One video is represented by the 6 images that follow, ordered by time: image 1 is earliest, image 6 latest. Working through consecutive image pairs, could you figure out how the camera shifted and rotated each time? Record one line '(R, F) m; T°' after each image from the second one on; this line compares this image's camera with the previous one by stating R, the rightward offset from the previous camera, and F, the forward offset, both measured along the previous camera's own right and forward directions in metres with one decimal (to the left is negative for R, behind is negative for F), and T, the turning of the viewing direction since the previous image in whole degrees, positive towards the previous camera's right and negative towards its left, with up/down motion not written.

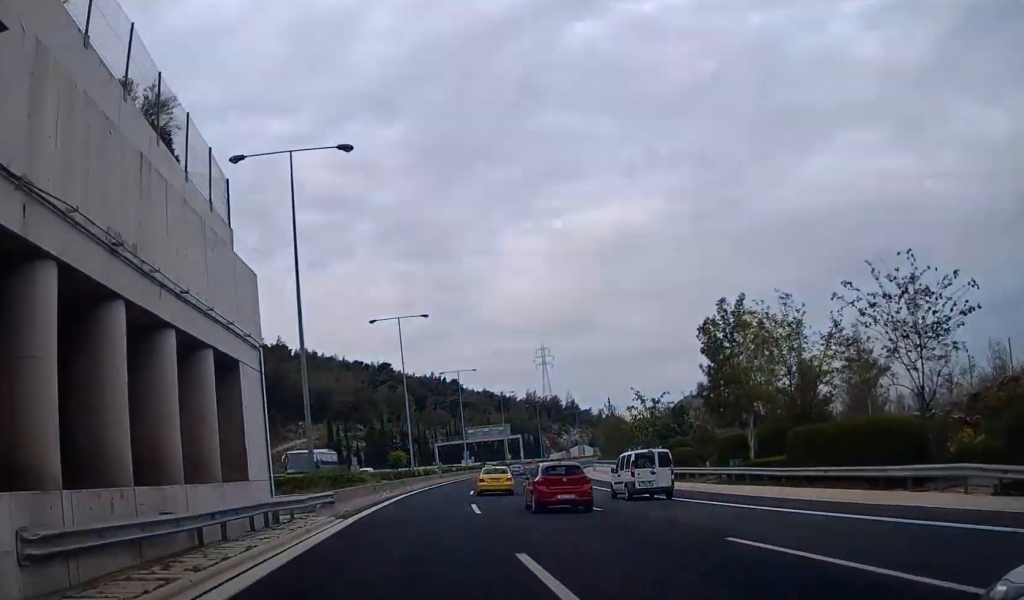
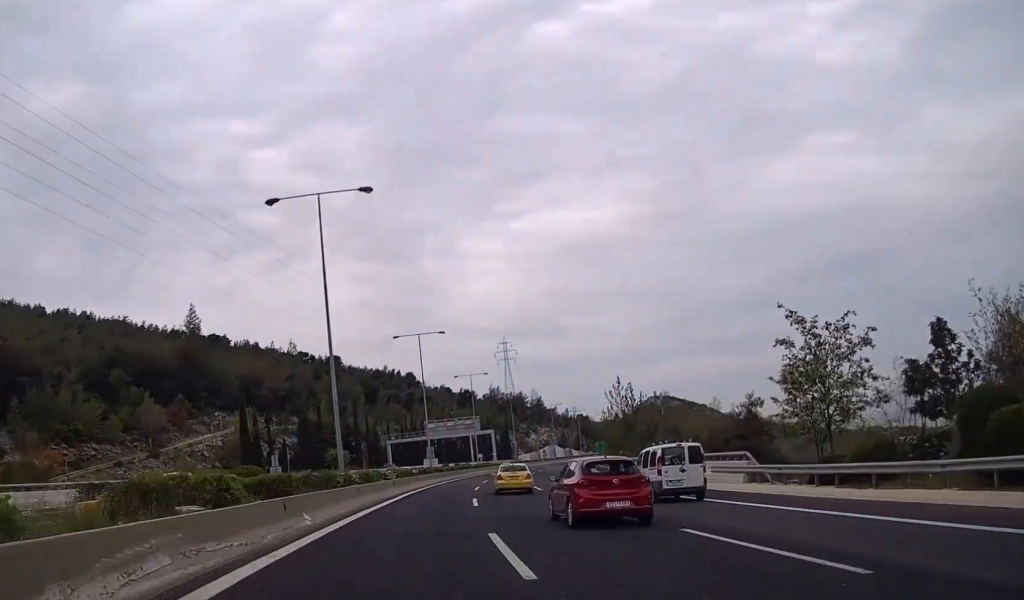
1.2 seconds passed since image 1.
(+1.2, +30.7) m; +5°
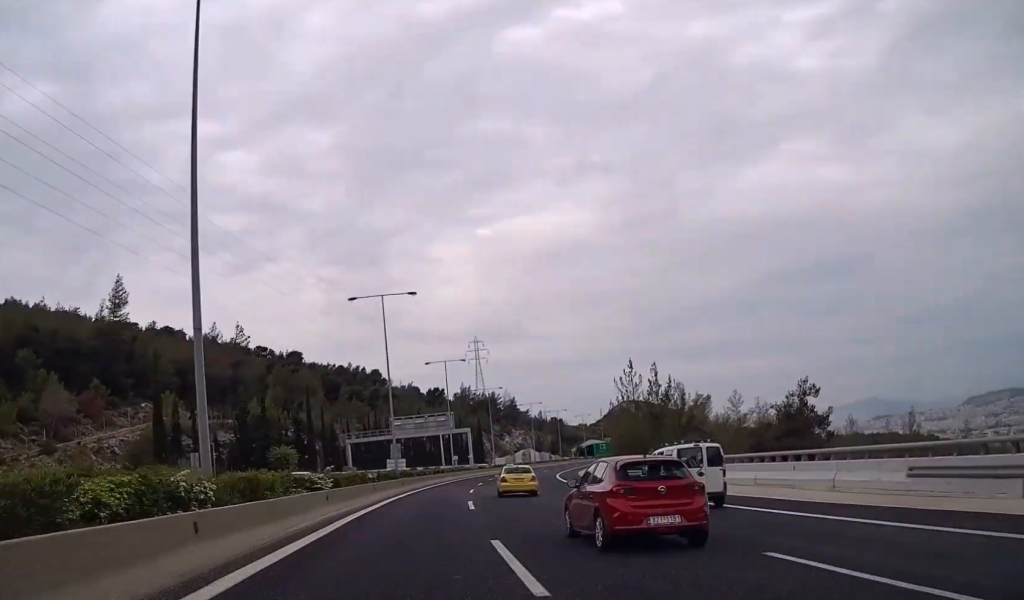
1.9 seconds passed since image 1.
(+0.4, +18.7) m; +3°
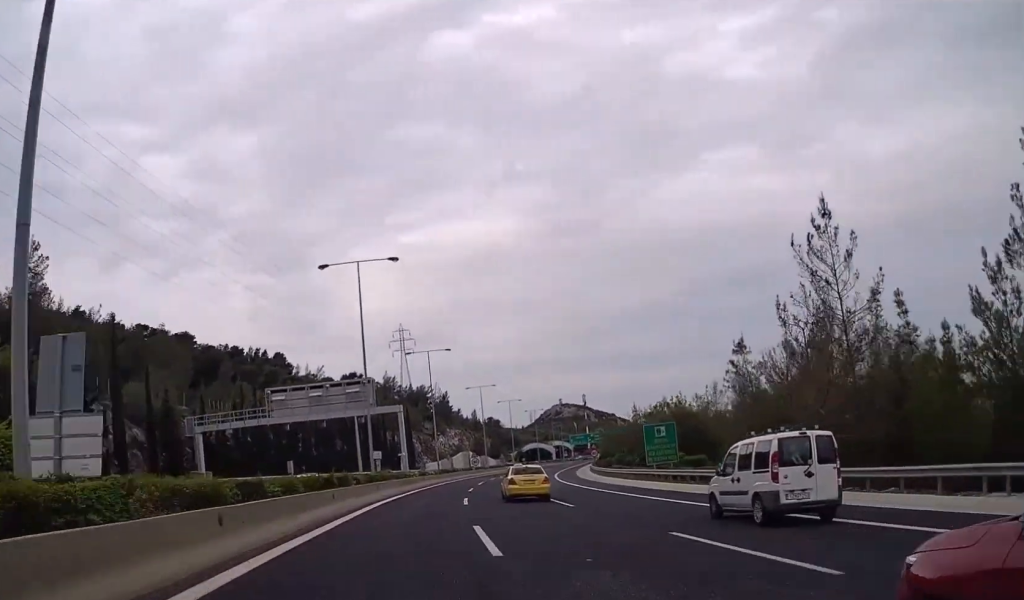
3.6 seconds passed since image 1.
(+2.4, +47.8) m; +6°
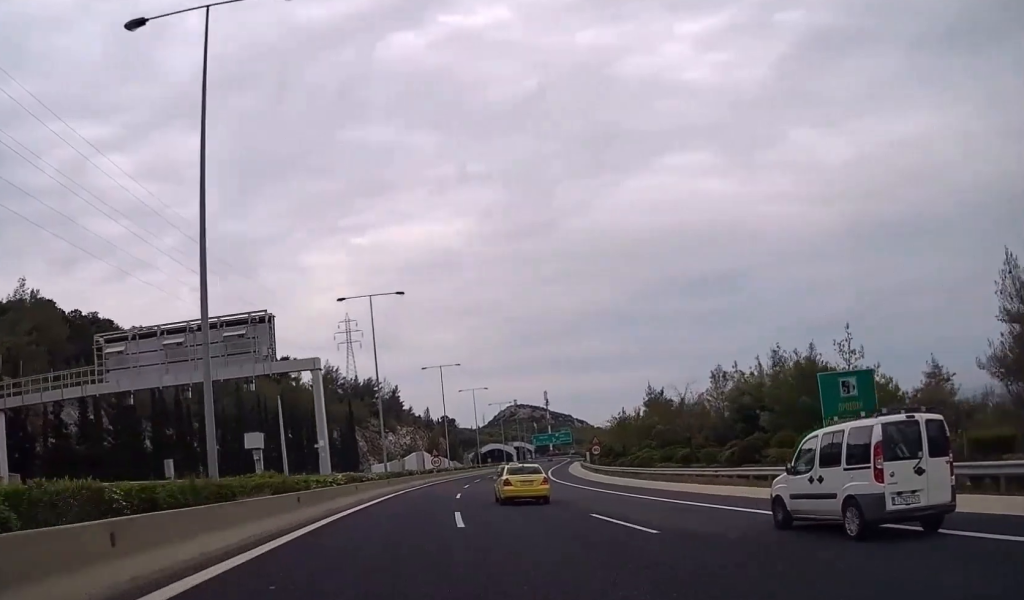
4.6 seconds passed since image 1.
(+0.9, +29.4) m; +3°
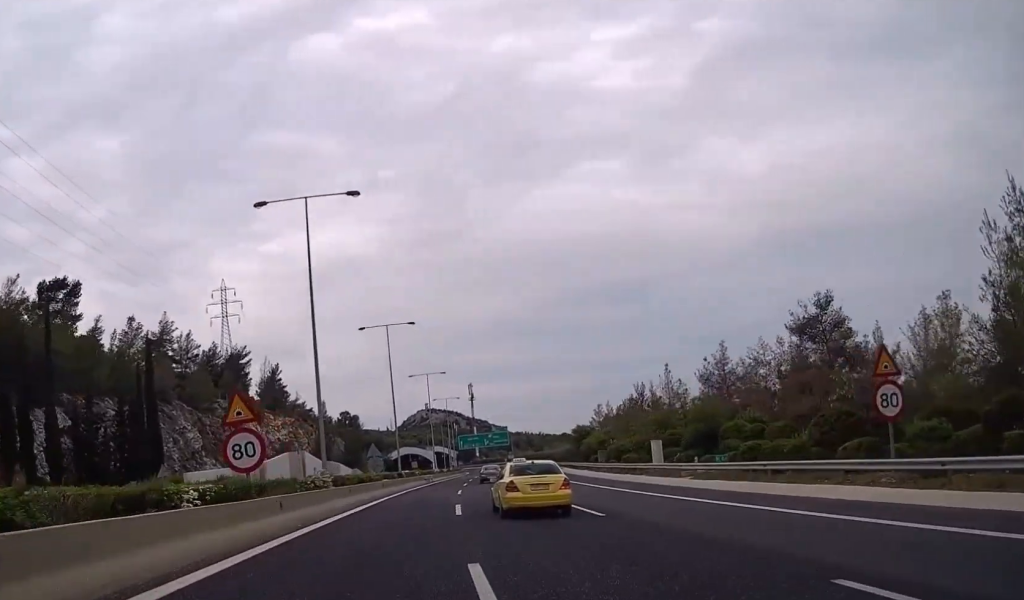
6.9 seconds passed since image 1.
(+4.4, +66.7) m; +7°
